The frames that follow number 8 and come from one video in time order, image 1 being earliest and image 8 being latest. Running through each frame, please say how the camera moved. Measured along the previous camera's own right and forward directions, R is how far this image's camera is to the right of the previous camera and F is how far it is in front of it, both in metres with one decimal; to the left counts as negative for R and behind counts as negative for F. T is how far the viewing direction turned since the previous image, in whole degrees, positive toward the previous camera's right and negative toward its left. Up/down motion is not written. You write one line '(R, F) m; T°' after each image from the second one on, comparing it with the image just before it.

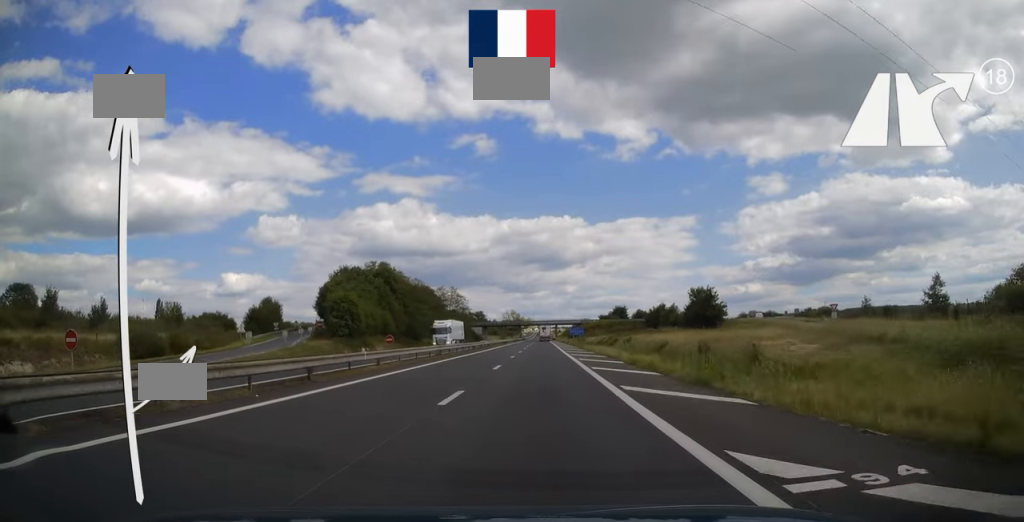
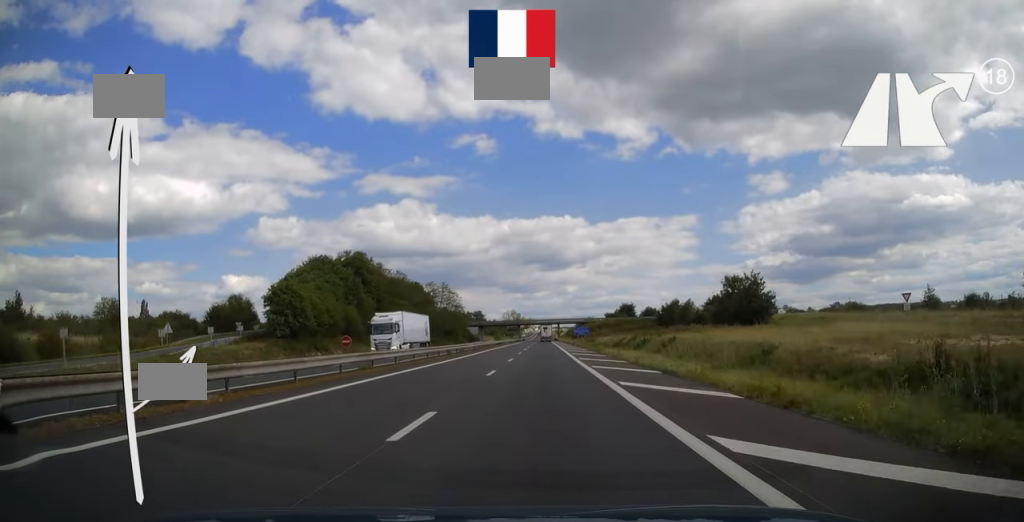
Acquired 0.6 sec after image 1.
(+0.1, +17.2) m; 0°
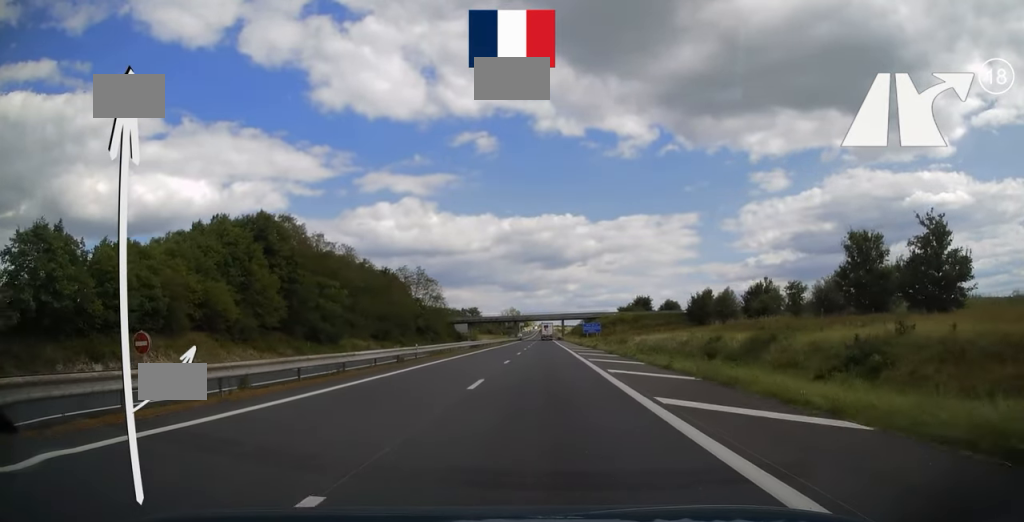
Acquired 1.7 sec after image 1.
(-0.2, +32.0) m; 0°
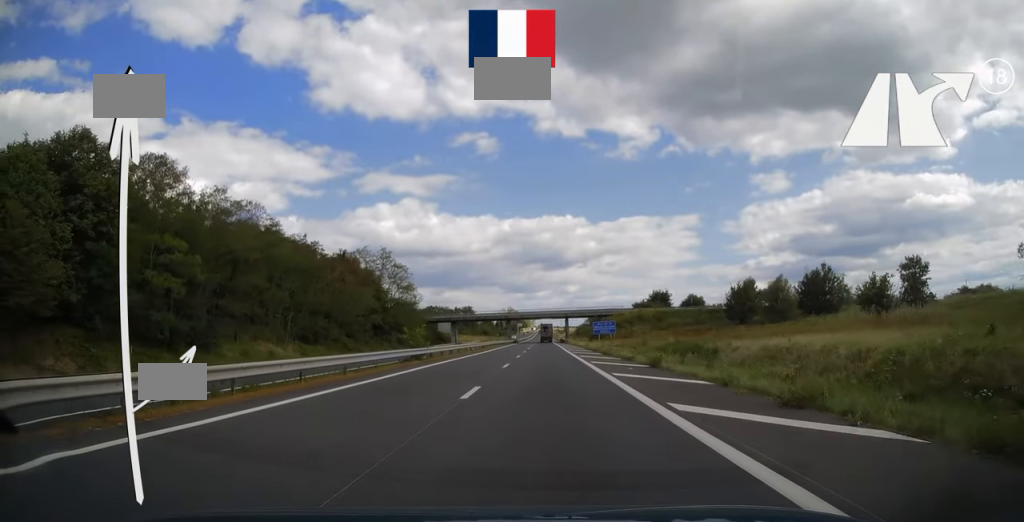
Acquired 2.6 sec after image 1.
(+0.2, +28.1) m; 0°
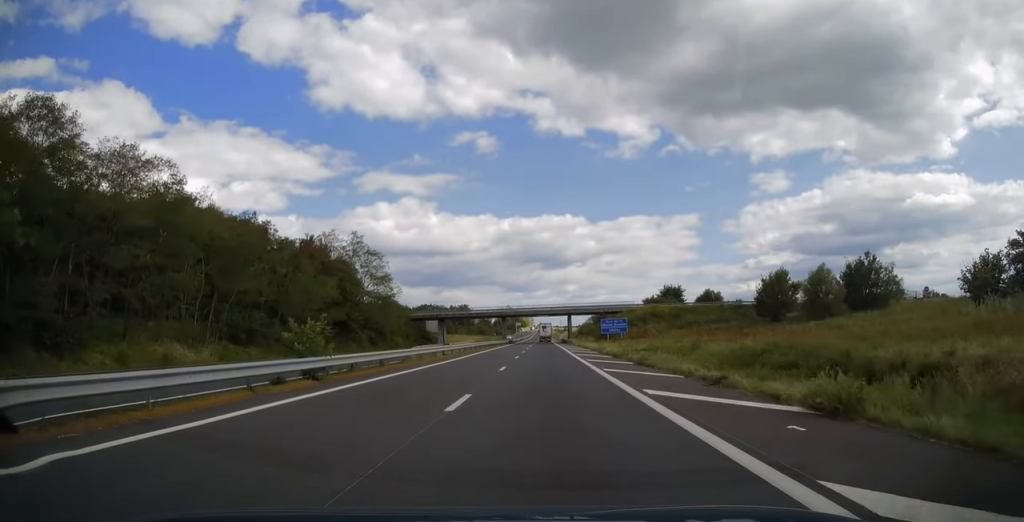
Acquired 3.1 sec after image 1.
(0.0, +15.2) m; 0°
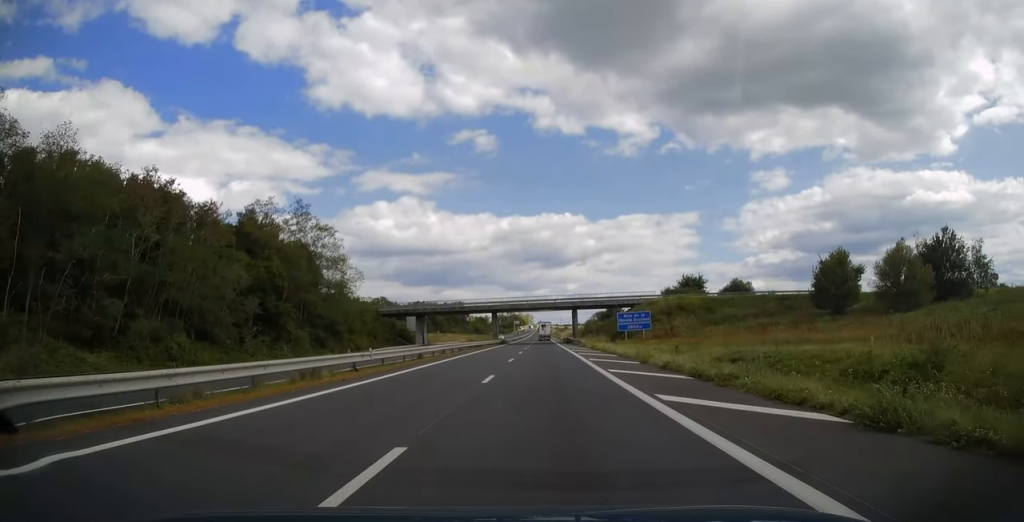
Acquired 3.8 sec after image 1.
(-0.1, +19.7) m; 0°
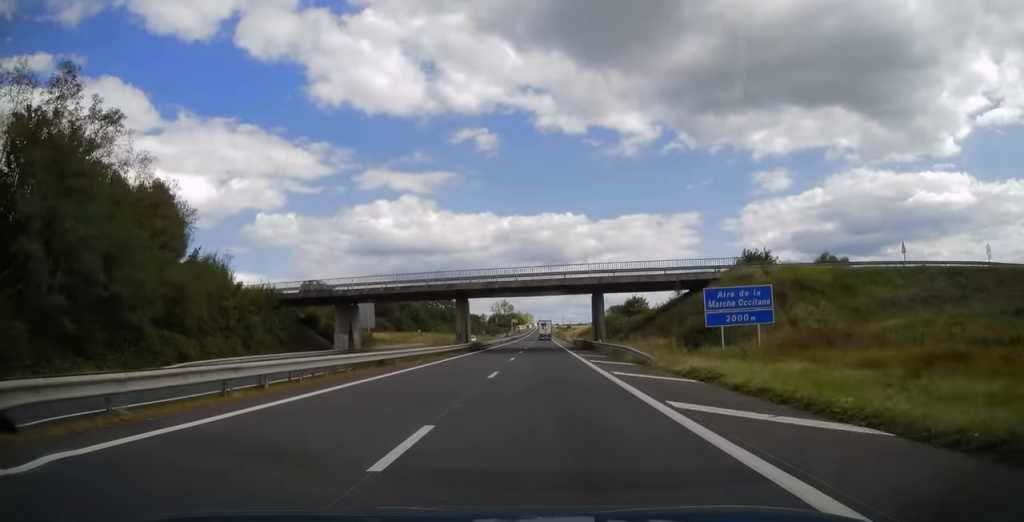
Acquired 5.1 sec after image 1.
(+0.1, +37.4) m; 0°
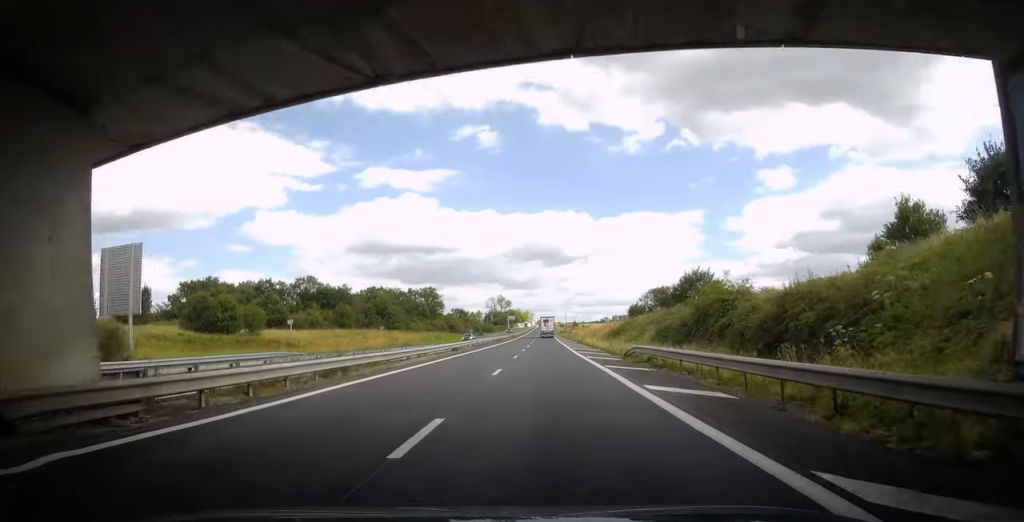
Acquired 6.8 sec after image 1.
(+0.2, +51.7) m; 0°
